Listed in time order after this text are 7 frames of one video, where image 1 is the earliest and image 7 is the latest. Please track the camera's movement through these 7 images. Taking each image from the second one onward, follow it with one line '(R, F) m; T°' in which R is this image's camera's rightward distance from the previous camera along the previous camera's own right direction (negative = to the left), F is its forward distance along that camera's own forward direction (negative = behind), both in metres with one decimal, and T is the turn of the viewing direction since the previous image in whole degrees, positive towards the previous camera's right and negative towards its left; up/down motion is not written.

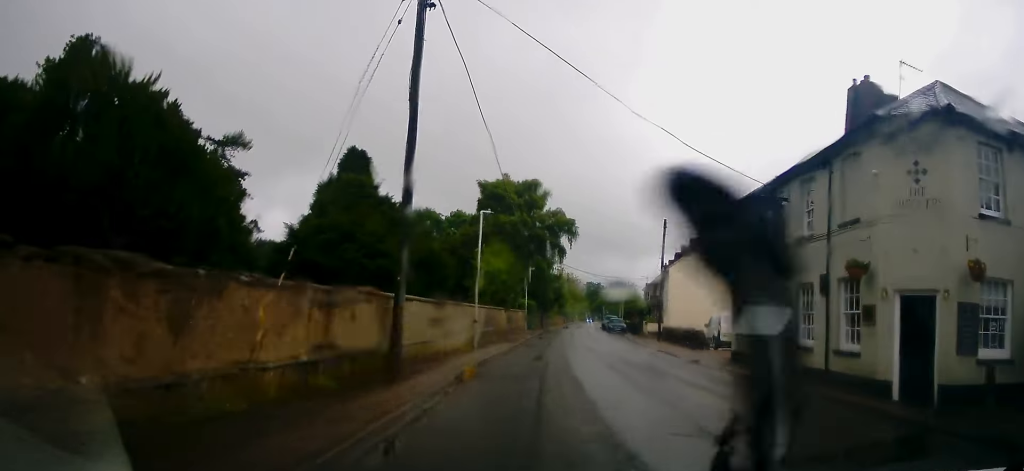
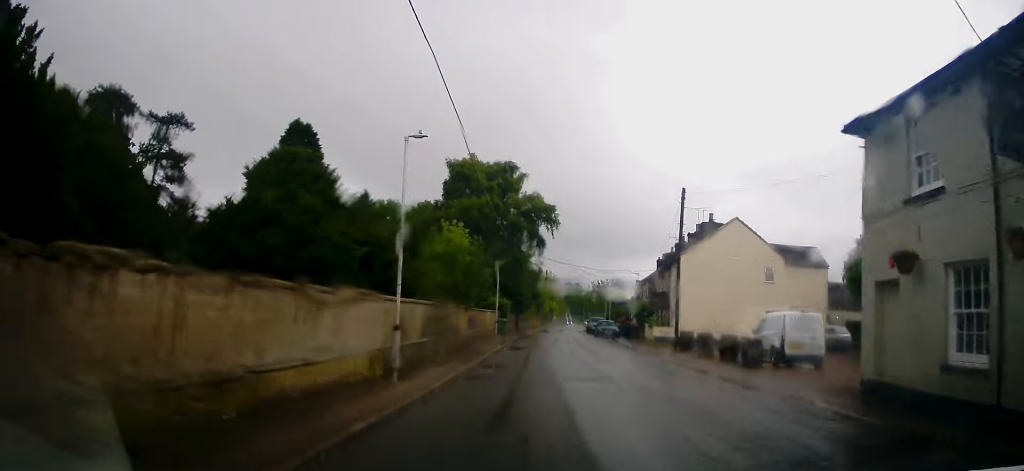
(+0.4, +9.9) m; +5°
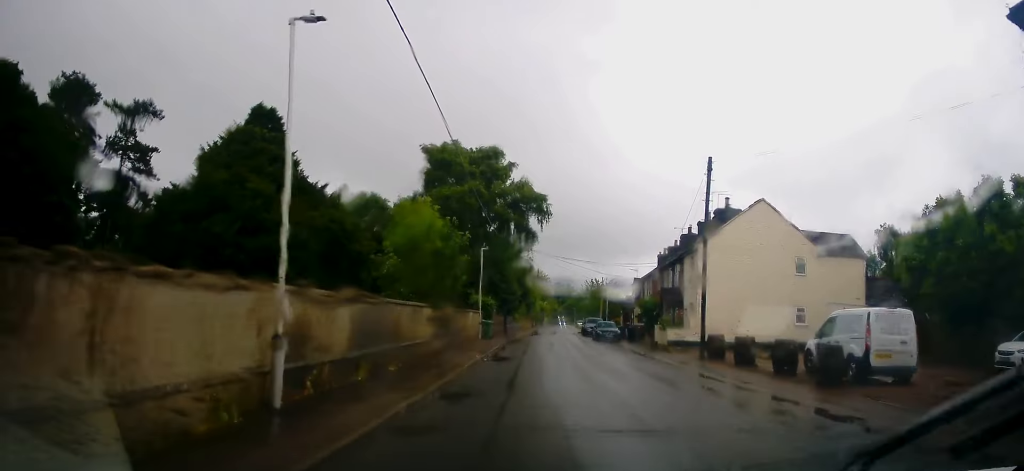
(+0.1, +5.7) m; +2°
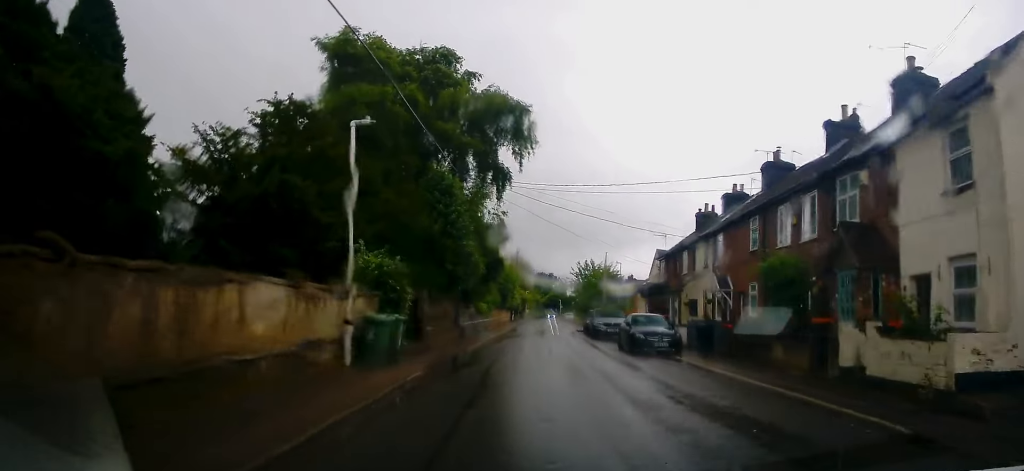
(+0.1, +21.2) m; -1°
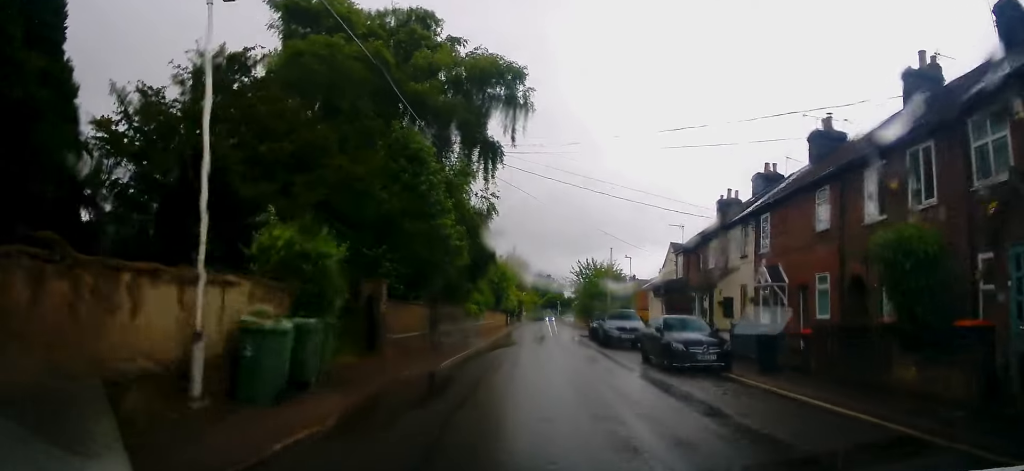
(0.0, +5.5) m; 0°
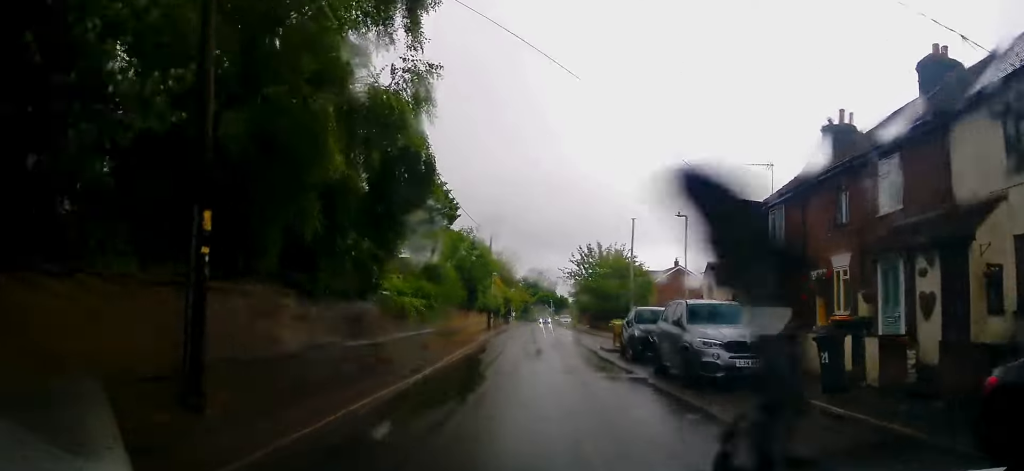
(+0.3, +15.1) m; +1°
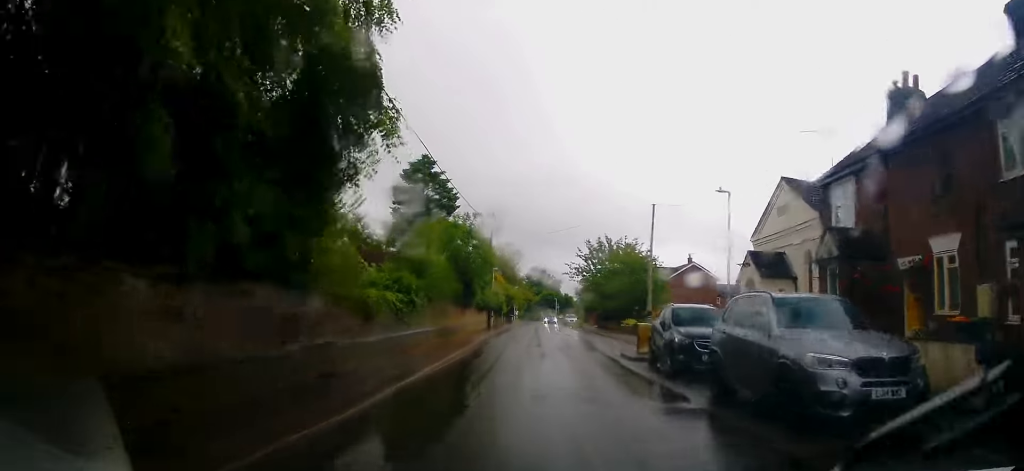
(-0.2, +4.4) m; -2°
